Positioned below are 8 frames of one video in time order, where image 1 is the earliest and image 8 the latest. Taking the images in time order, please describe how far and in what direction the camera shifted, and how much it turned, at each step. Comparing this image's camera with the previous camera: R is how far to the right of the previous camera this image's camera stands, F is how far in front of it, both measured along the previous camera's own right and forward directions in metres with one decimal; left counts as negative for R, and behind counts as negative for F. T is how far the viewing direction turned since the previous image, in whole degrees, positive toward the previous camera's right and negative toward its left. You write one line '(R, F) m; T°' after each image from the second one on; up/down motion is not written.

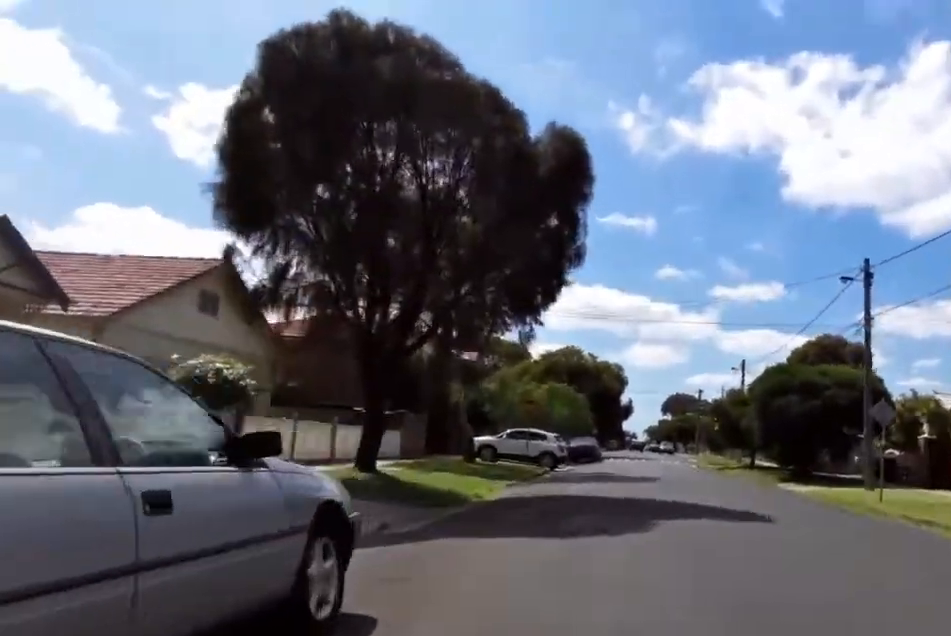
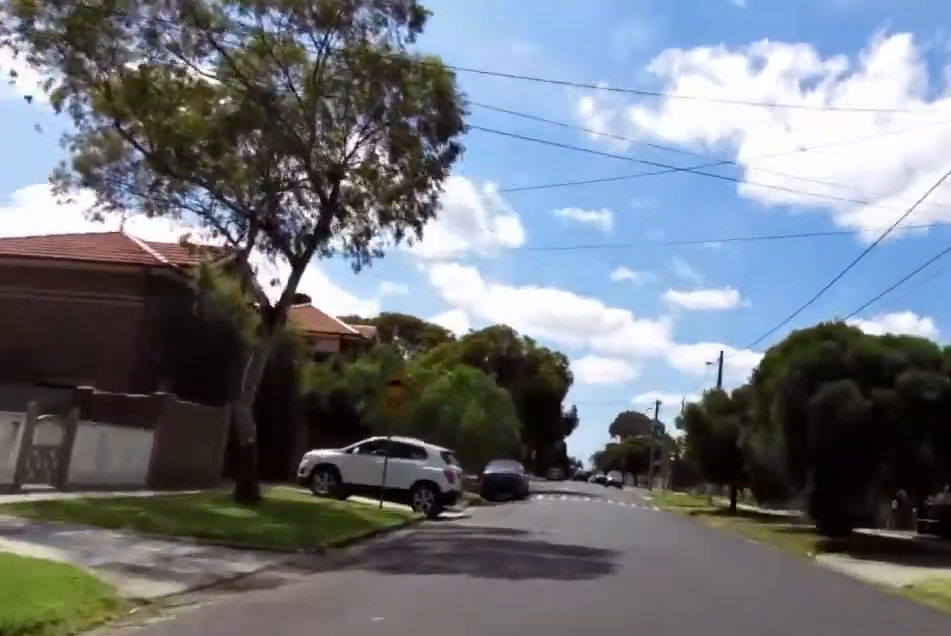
(-0.7, +13.0) m; +2°
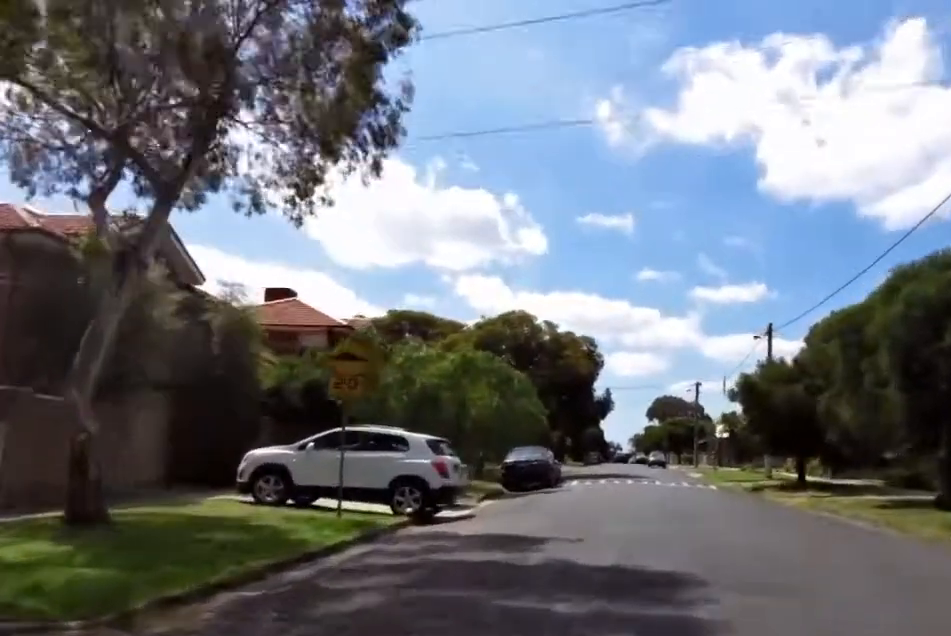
(+0.6, +5.7) m; 0°
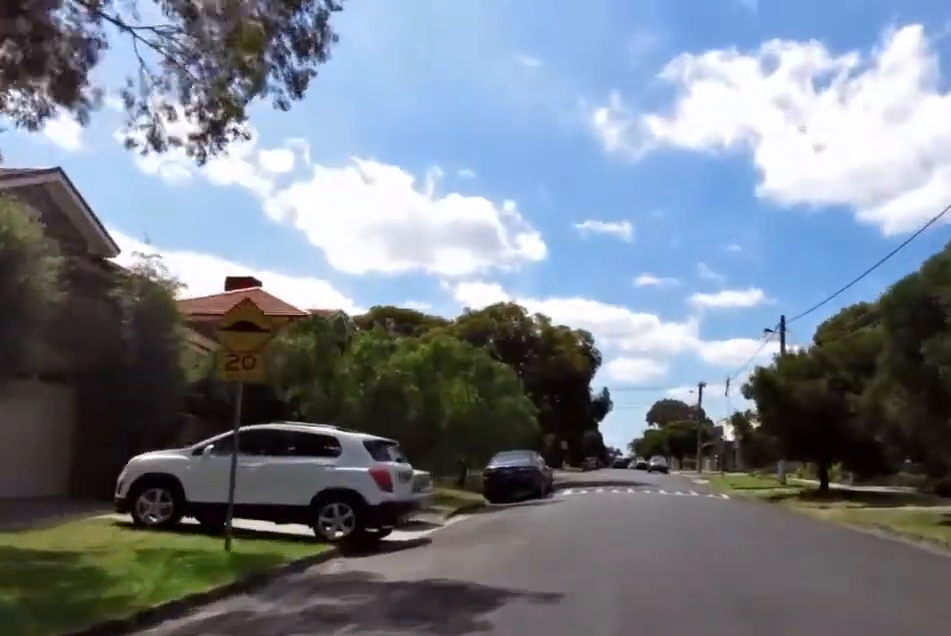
(-0.2, +3.6) m; -2°
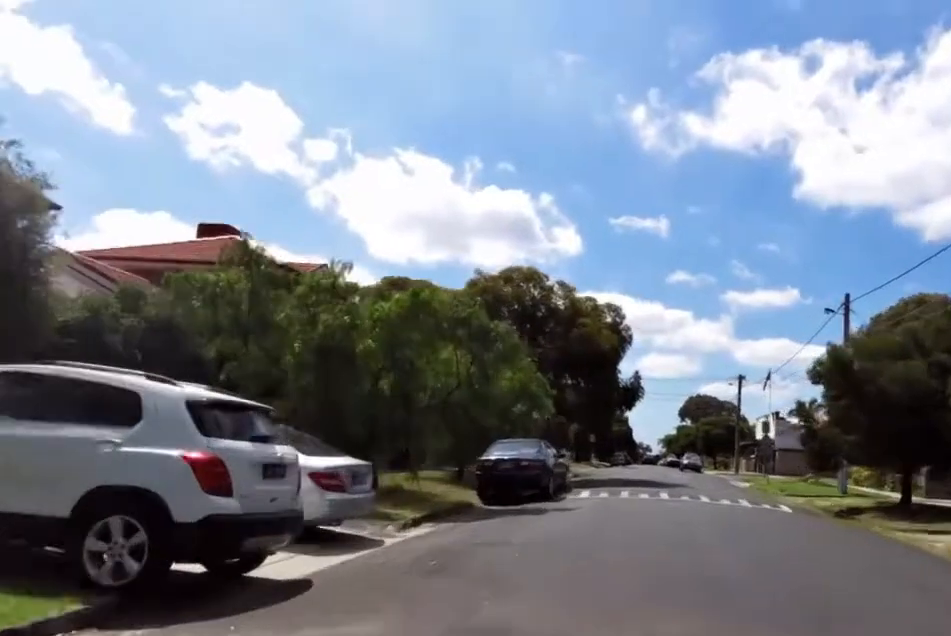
(-0.4, +5.3) m; -5°
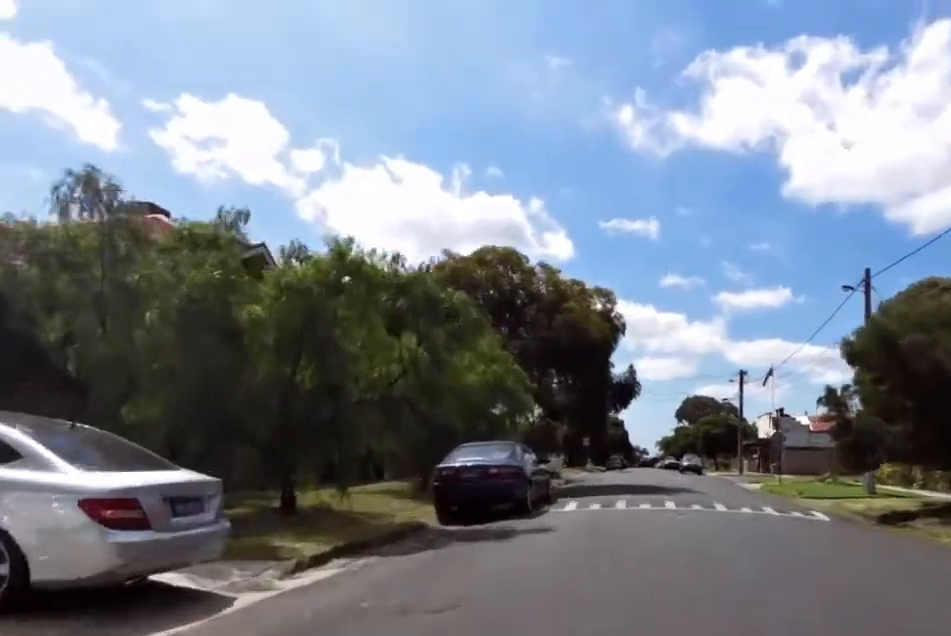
(-0.1, +3.9) m; +4°
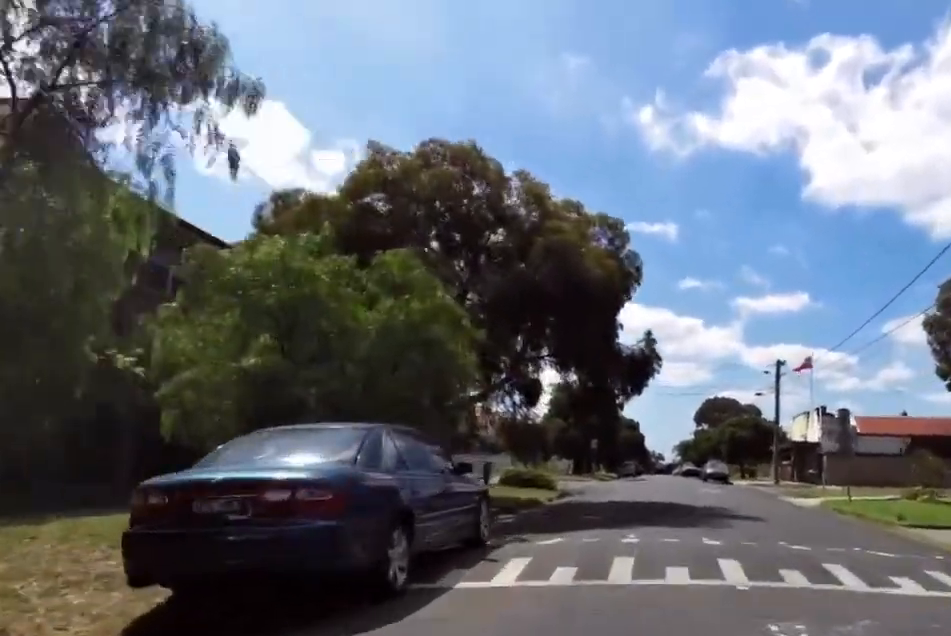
(+0.9, +8.8) m; +4°
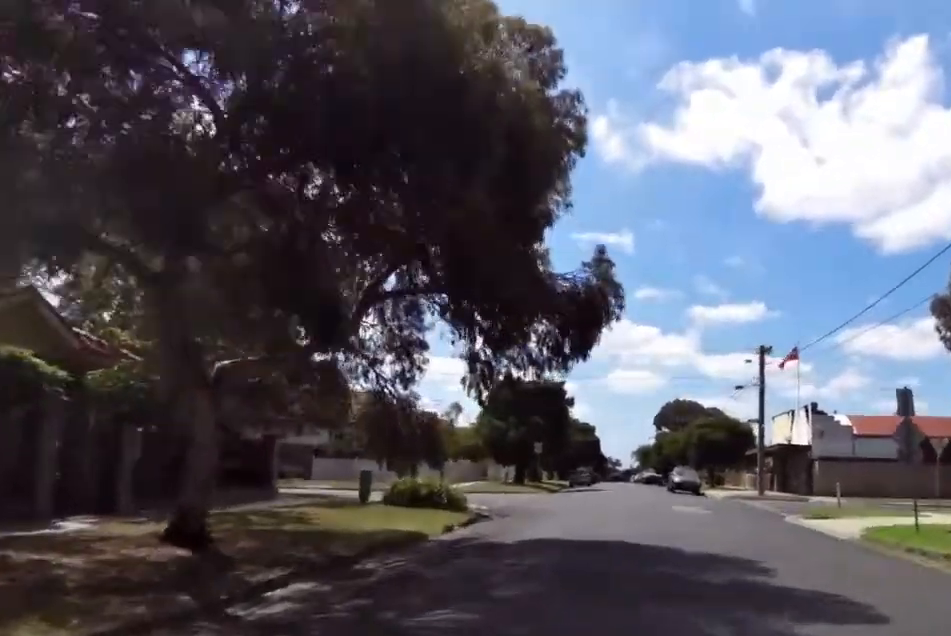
(-0.8, +9.4) m; -1°
